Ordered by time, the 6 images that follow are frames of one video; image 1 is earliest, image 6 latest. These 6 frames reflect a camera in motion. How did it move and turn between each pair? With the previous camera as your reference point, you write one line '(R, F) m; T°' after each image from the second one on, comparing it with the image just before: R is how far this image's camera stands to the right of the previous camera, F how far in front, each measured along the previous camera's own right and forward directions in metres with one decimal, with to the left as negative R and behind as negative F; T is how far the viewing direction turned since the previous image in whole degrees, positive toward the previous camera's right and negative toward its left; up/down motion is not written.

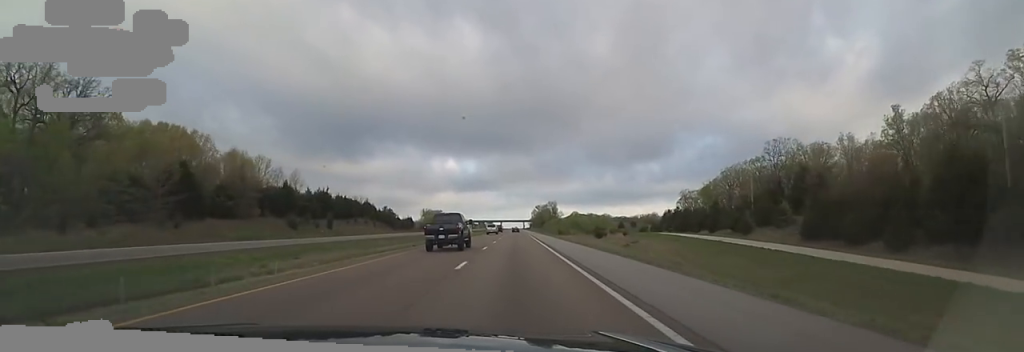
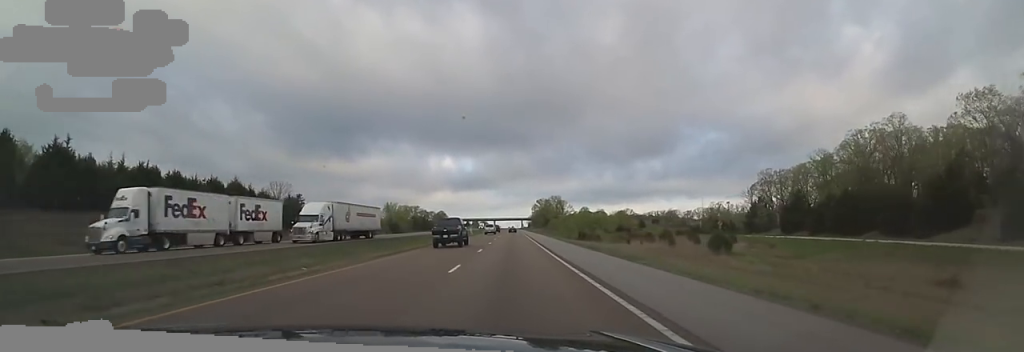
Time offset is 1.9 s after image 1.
(+1.0, +62.8) m; +1°
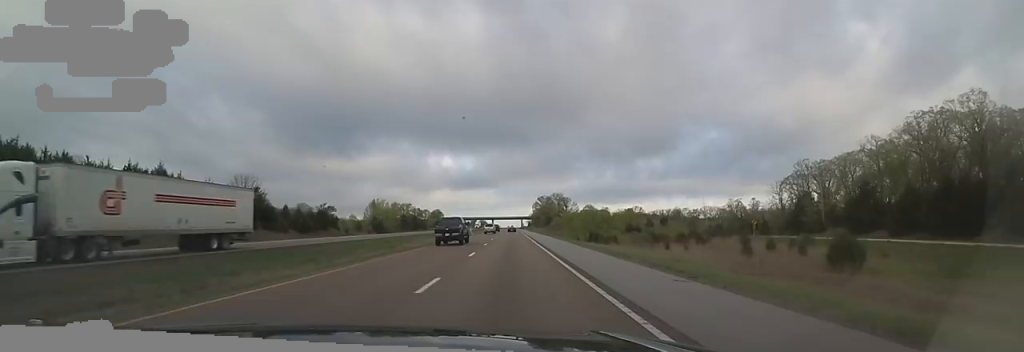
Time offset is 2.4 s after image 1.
(-0.2, +16.8) m; 0°
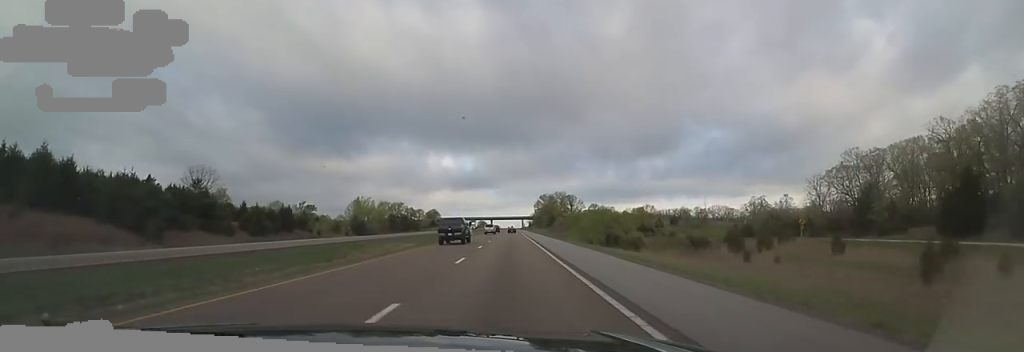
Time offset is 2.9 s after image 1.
(-0.2, +16.8) m; 0°
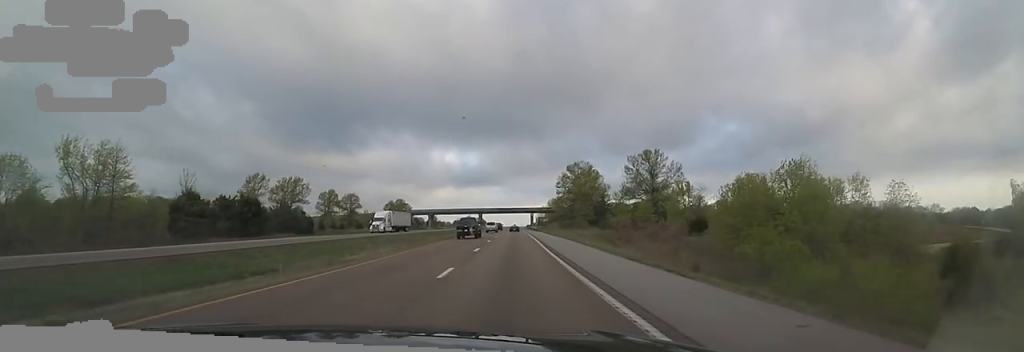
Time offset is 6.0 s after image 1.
(+1.0, +104.2) m; +1°
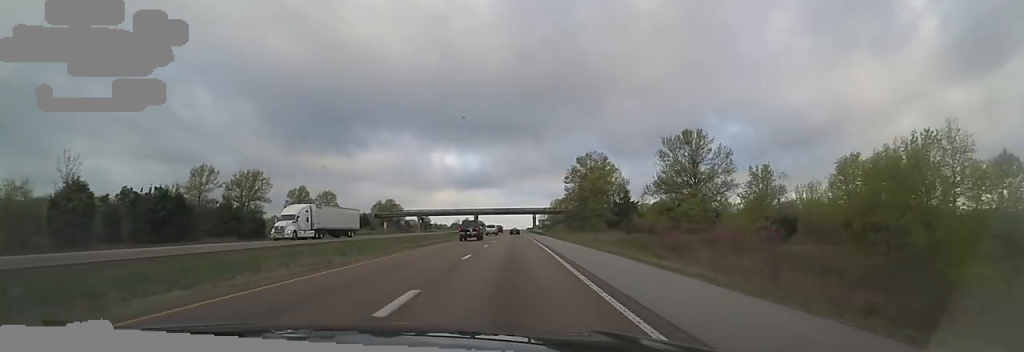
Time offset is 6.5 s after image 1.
(+0.4, +17.9) m; 0°
